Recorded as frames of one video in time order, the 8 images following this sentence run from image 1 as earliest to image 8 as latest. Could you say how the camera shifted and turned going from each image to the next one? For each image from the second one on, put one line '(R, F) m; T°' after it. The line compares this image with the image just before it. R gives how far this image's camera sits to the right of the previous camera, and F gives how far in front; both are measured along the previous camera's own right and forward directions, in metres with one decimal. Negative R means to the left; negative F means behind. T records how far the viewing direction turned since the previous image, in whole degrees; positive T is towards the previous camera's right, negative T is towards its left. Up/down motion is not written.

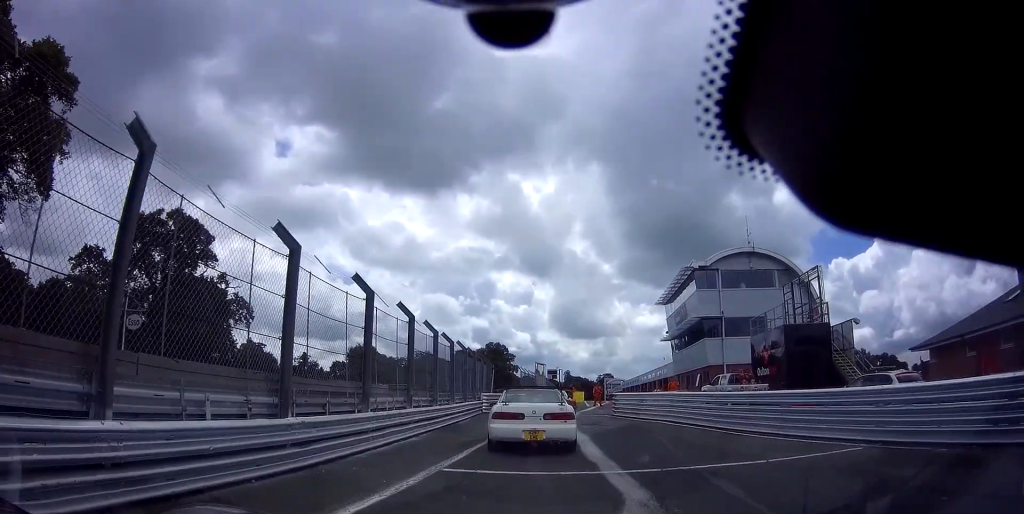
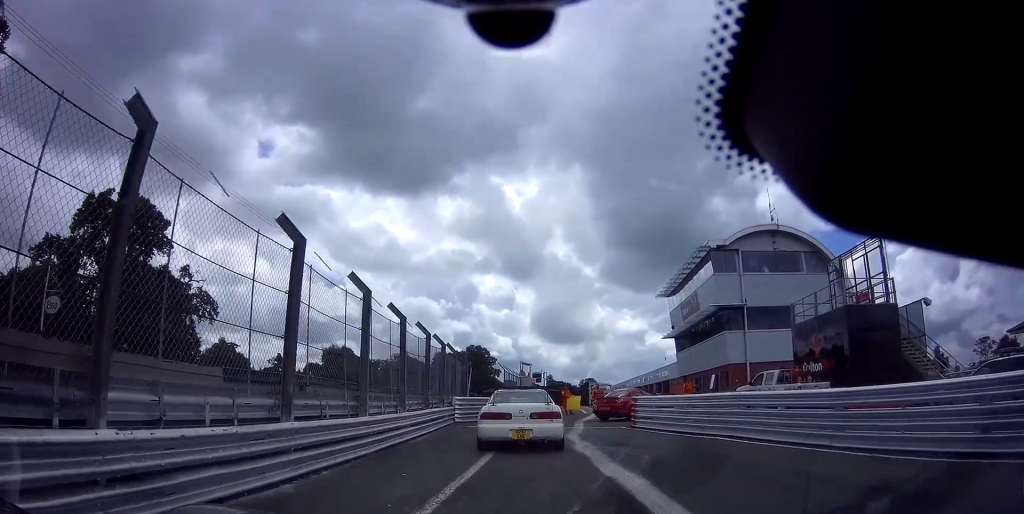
(-0.1, +6.6) m; 0°
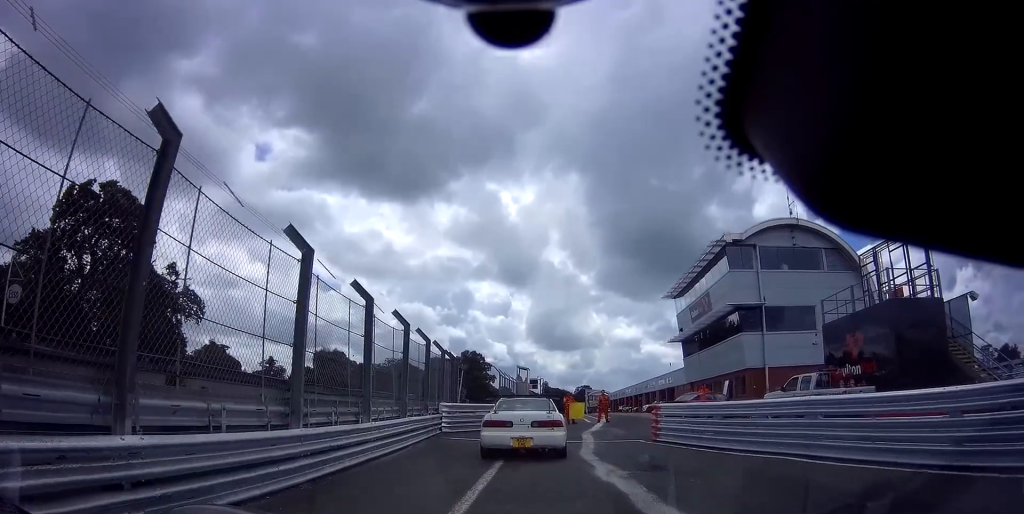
(0.0, +3.1) m; +2°
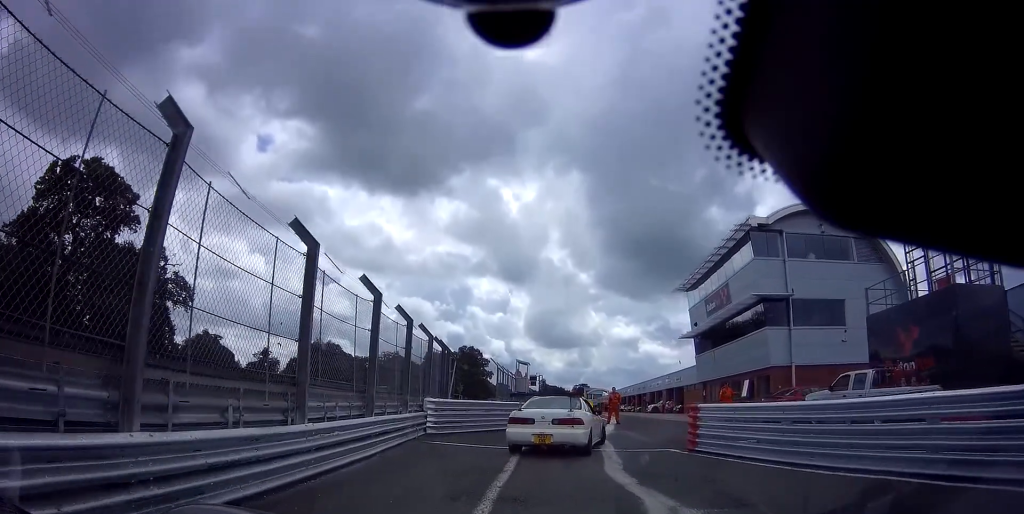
(+0.2, +3.3) m; +3°
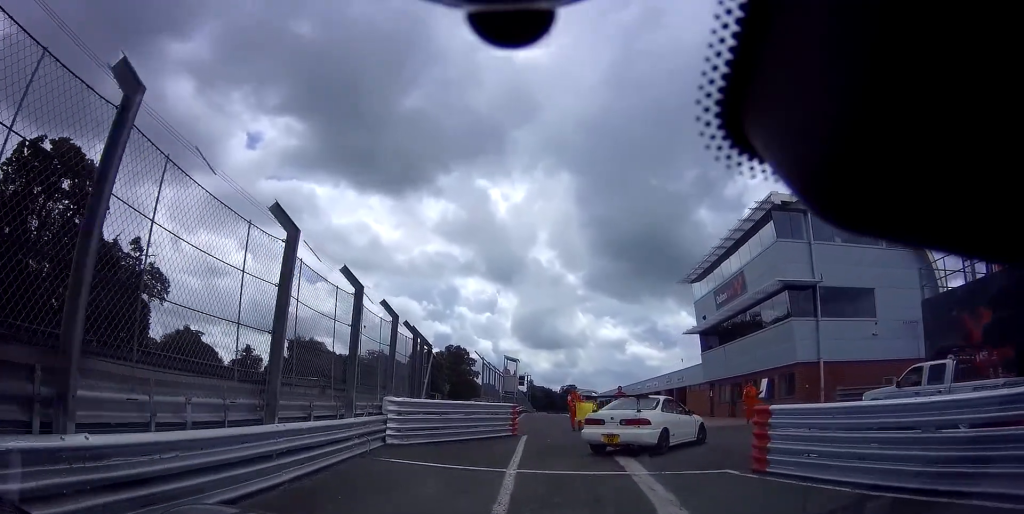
(0.0, +3.8) m; 0°
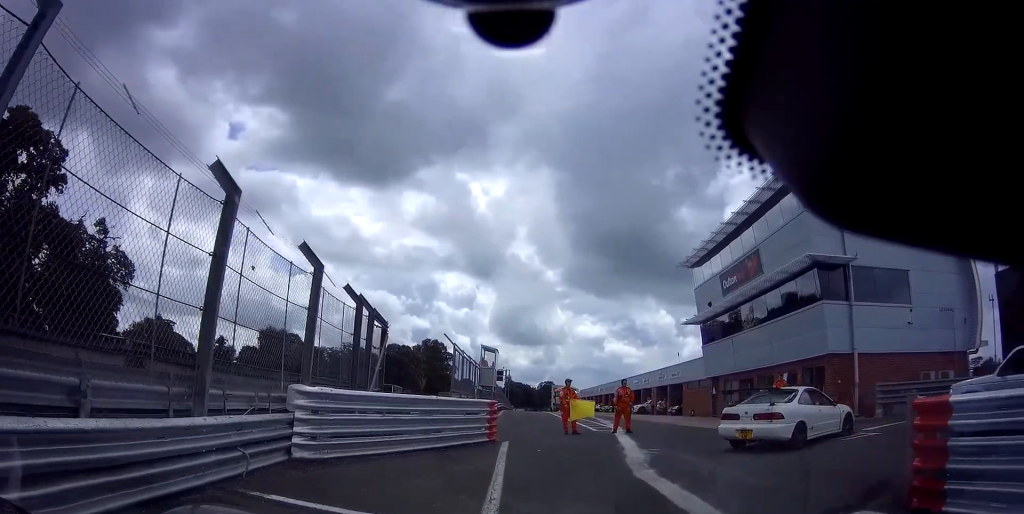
(-0.1, +3.9) m; +5°
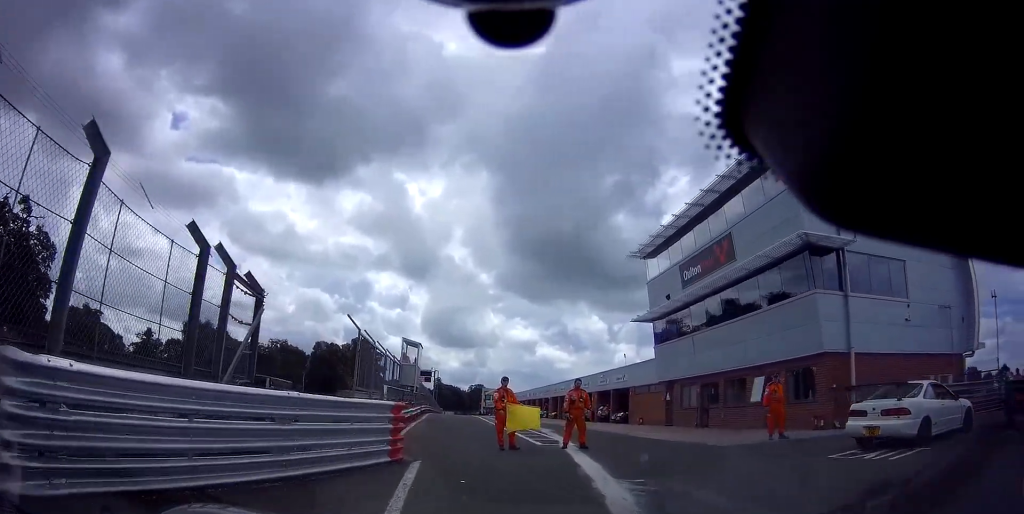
(+0.4, +3.8) m; +18°
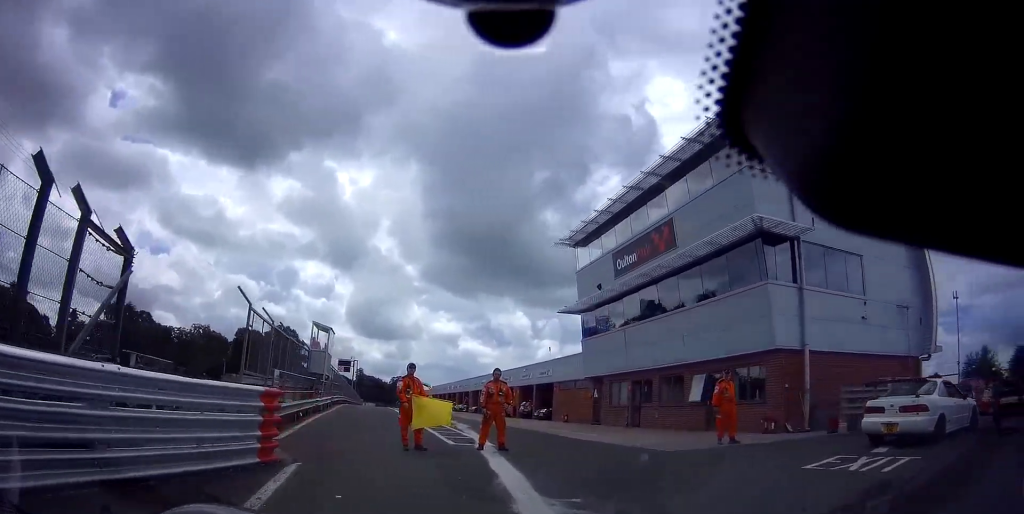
(+0.3, +1.7) m; +11°
